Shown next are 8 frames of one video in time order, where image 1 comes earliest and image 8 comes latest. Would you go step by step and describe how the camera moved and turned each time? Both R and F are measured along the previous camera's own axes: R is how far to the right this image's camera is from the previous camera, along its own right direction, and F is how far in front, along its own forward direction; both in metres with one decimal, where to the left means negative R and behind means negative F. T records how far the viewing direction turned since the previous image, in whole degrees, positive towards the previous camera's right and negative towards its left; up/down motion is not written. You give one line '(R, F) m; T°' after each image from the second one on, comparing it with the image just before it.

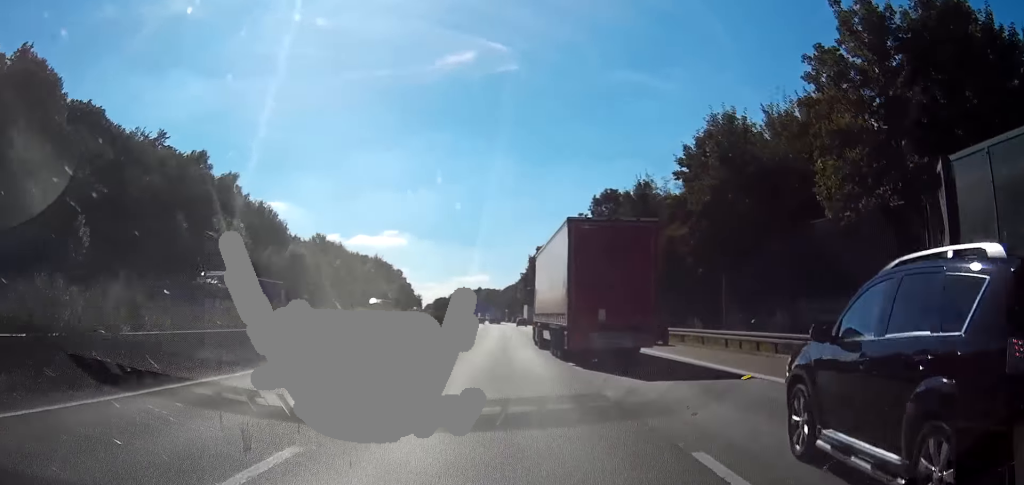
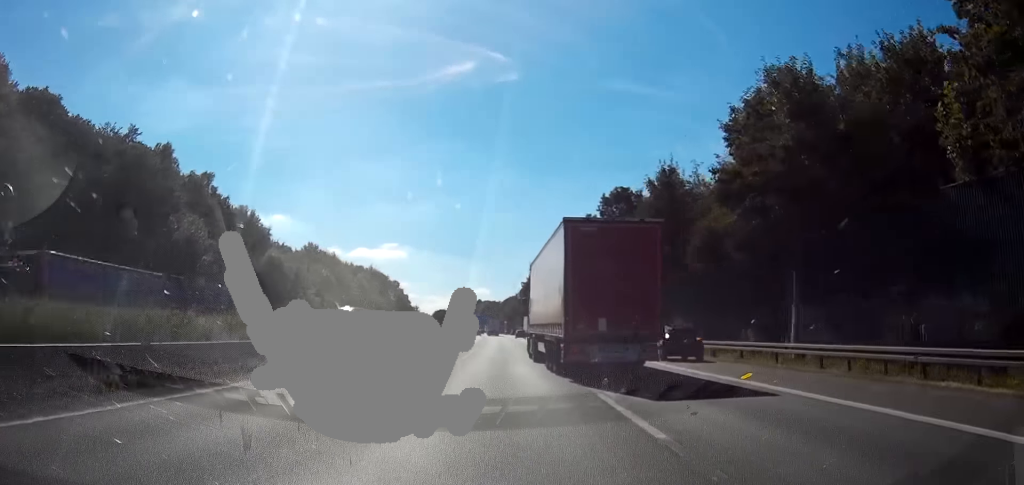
(-0.1, +9.6) m; 0°
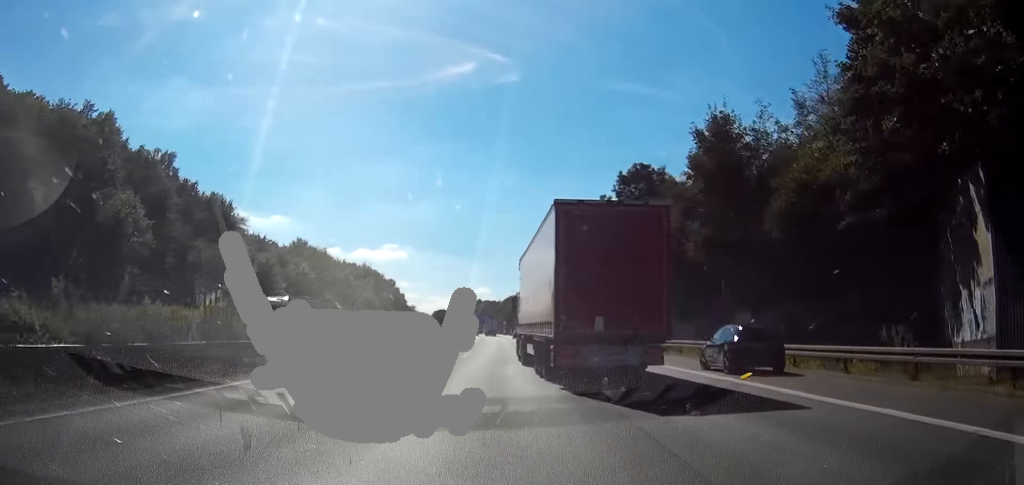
(-0.1, +12.9) m; 0°
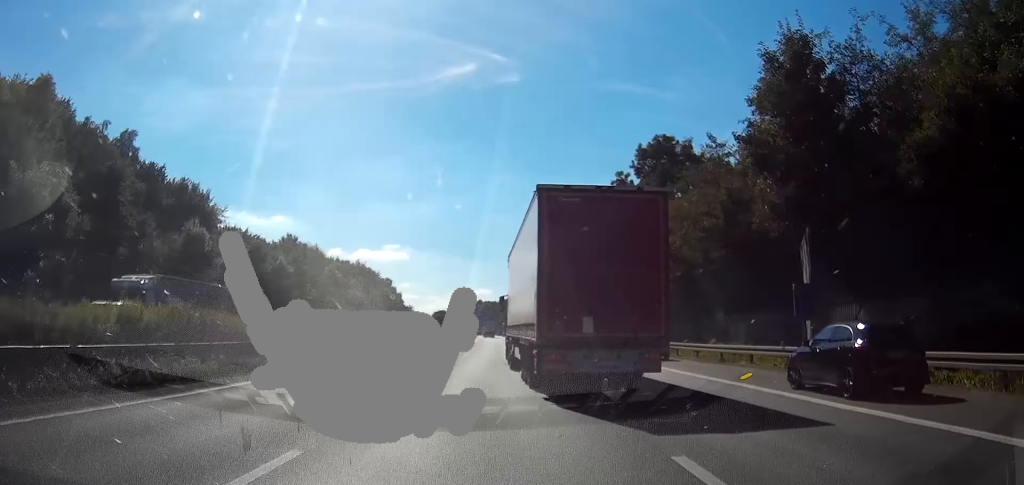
(+0.1, +11.0) m; 0°
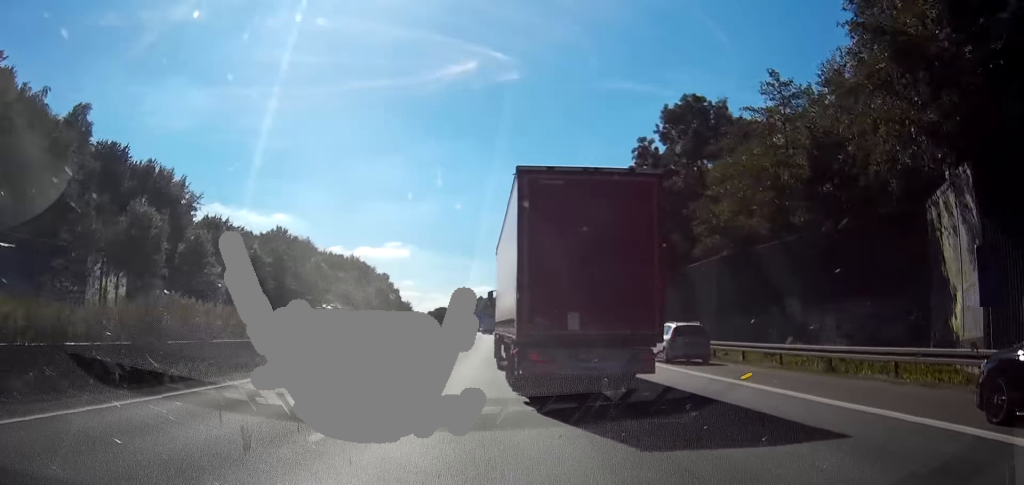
(0.0, +10.5) m; -1°
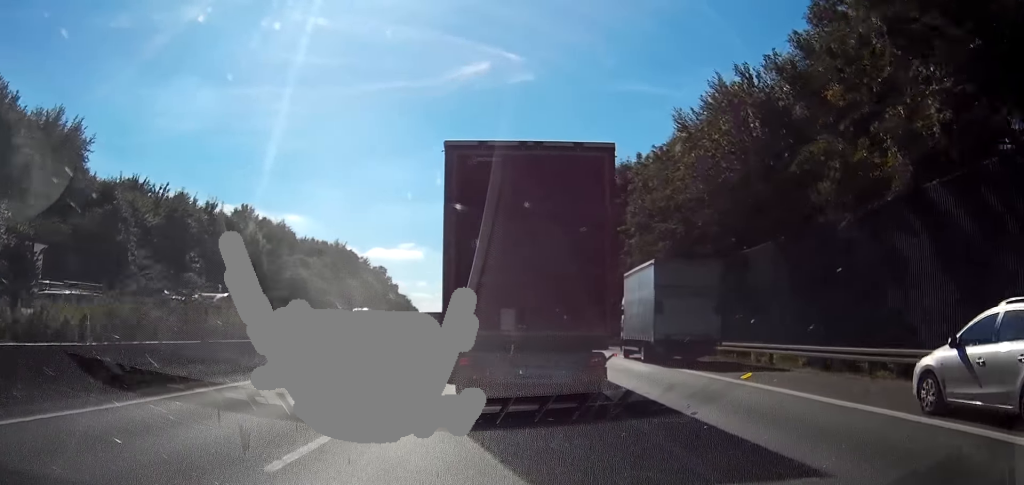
(-0.7, +36.7) m; -1°
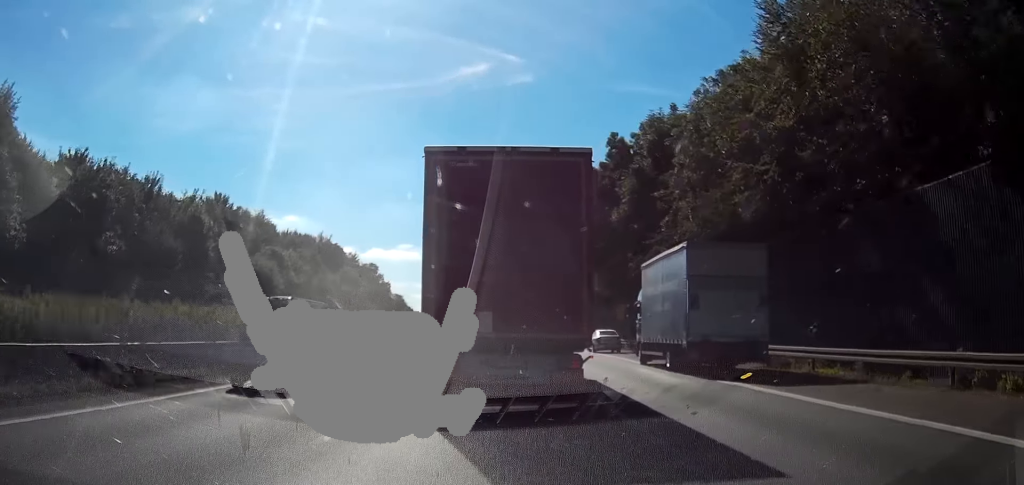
(0.0, +16.0) m; 0°
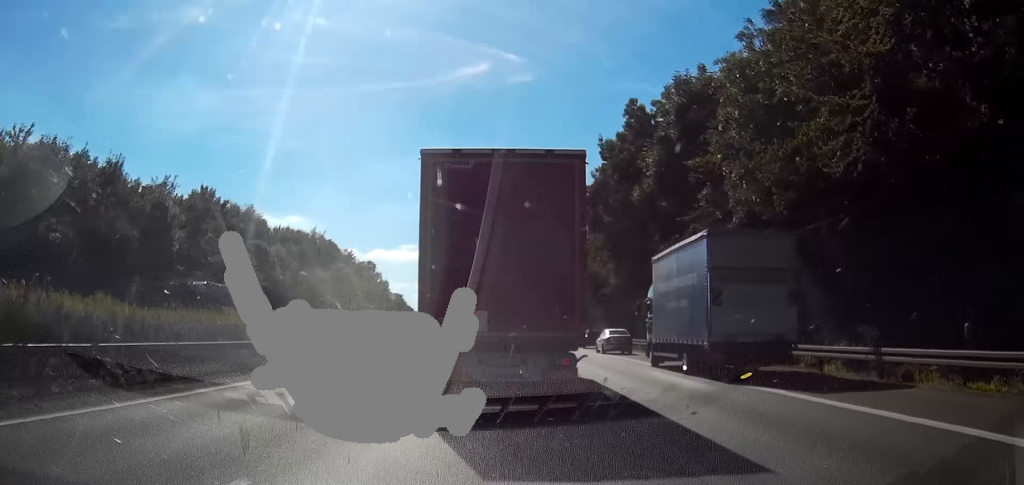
(0.0, +8.4) m; 0°
